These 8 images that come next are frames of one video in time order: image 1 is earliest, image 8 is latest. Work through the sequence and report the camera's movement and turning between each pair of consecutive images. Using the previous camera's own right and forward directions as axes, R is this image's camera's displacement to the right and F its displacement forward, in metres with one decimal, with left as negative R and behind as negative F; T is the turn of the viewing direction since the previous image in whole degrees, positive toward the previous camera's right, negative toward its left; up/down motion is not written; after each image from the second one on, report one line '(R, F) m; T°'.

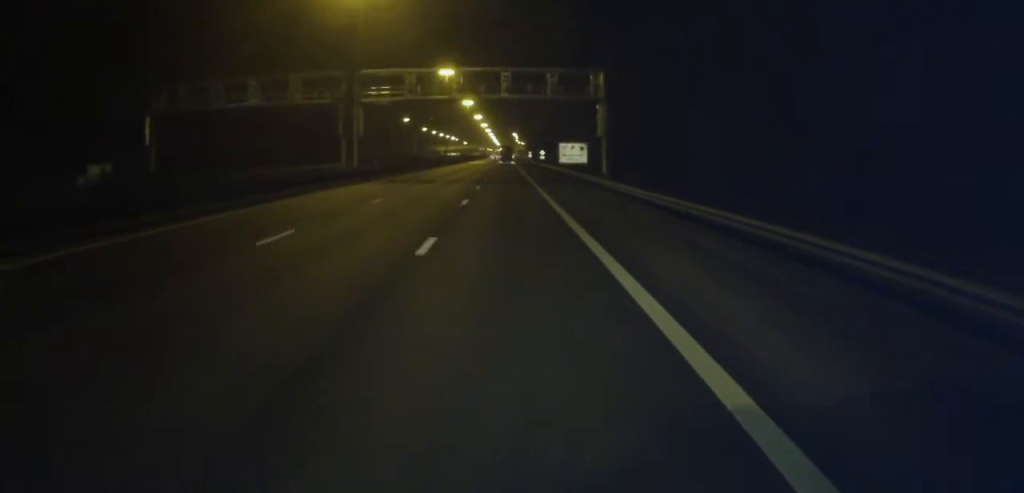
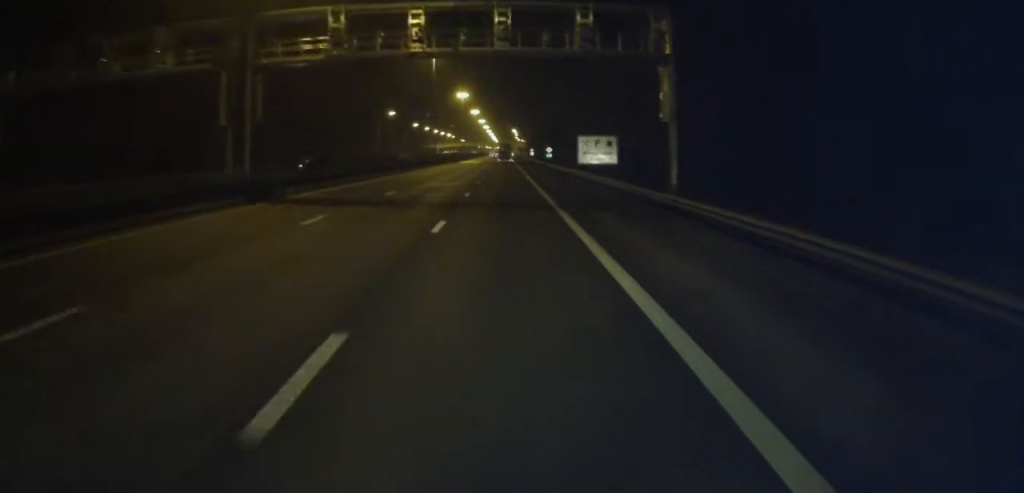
(-0.2, +22.0) m; 0°
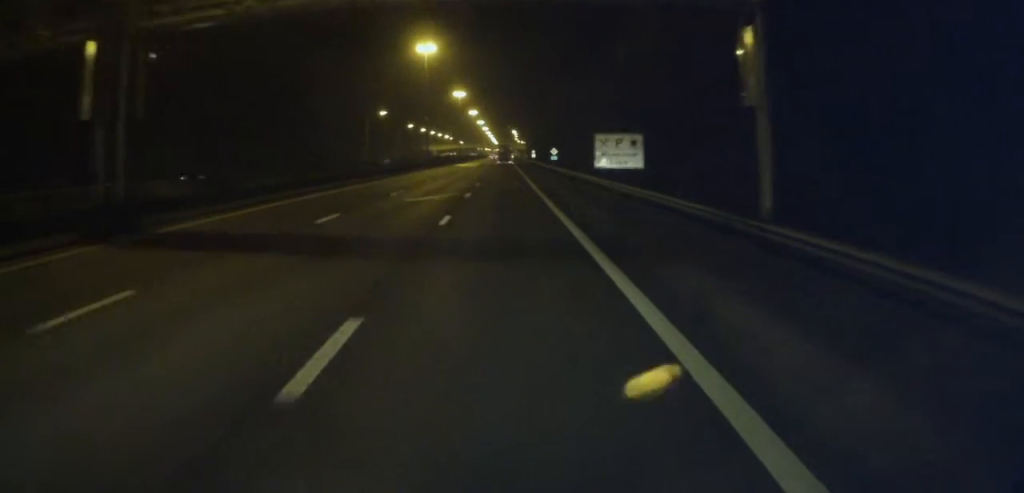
(-0.1, +11.0) m; +1°
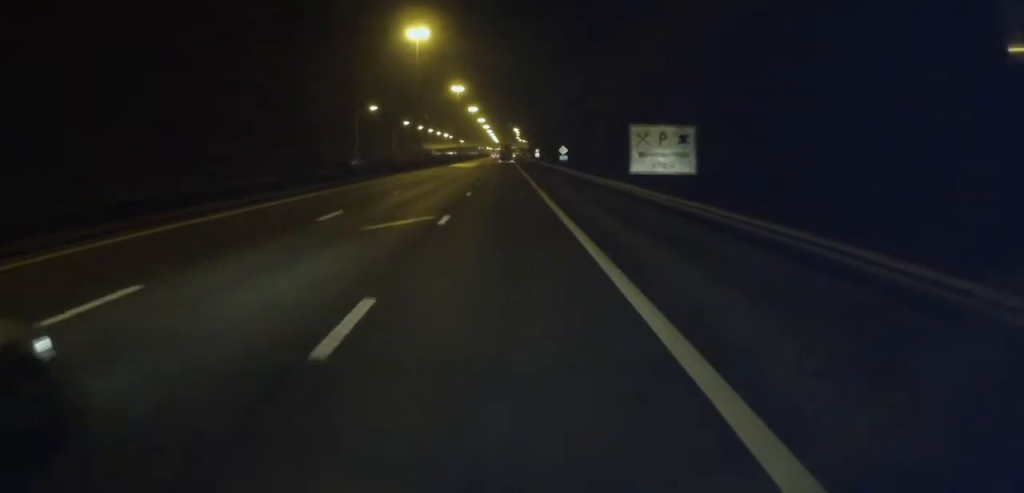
(+0.2, +12.6) m; 0°
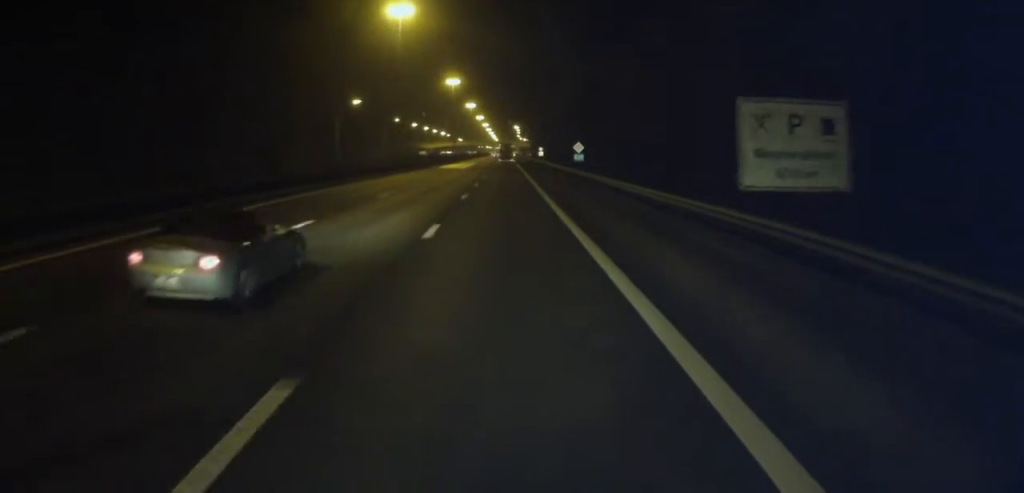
(+0.2, +15.7) m; 0°
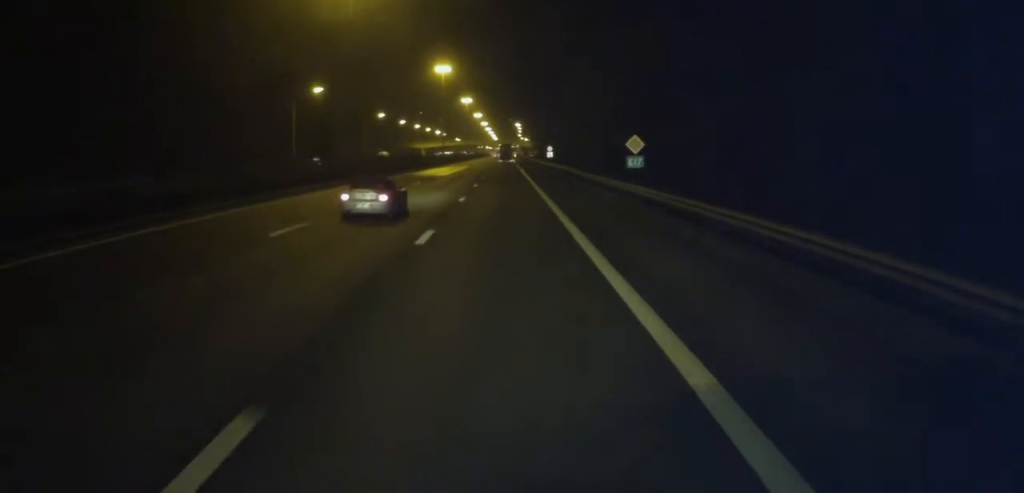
(-0.4, +26.0) m; 0°
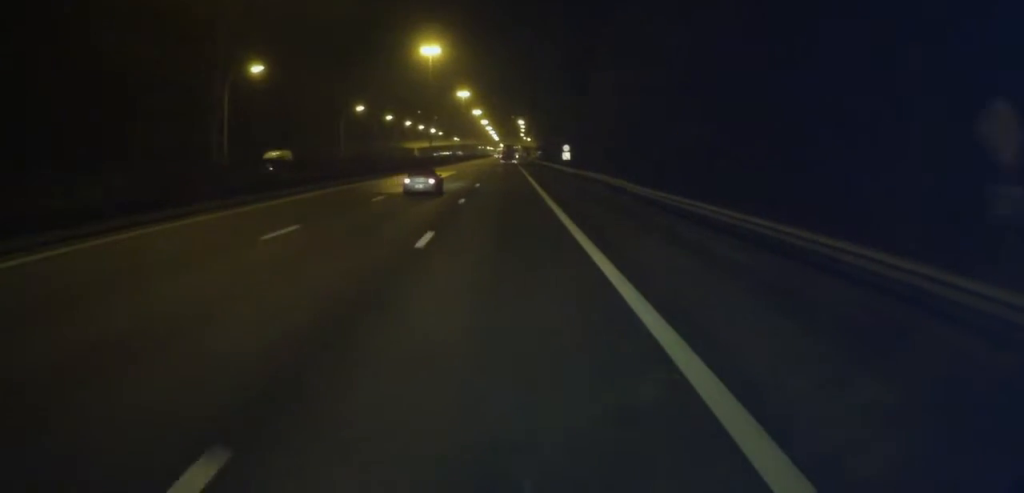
(+0.5, +26.0) m; +1°
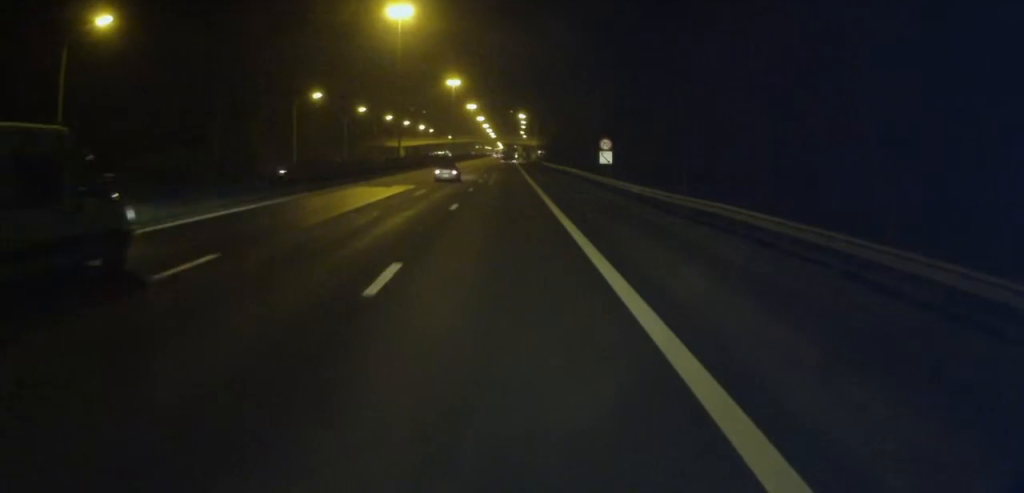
(-0.5, +31.4) m; -2°
